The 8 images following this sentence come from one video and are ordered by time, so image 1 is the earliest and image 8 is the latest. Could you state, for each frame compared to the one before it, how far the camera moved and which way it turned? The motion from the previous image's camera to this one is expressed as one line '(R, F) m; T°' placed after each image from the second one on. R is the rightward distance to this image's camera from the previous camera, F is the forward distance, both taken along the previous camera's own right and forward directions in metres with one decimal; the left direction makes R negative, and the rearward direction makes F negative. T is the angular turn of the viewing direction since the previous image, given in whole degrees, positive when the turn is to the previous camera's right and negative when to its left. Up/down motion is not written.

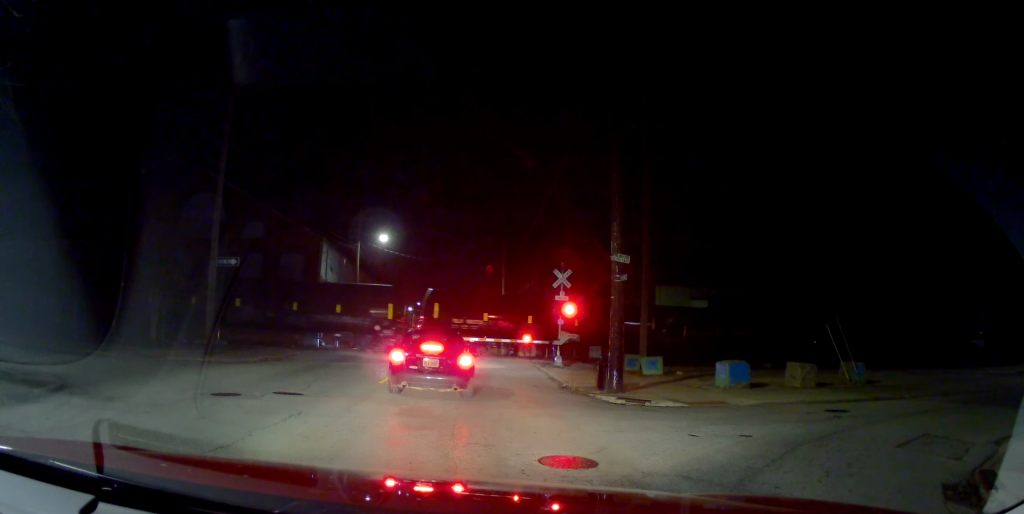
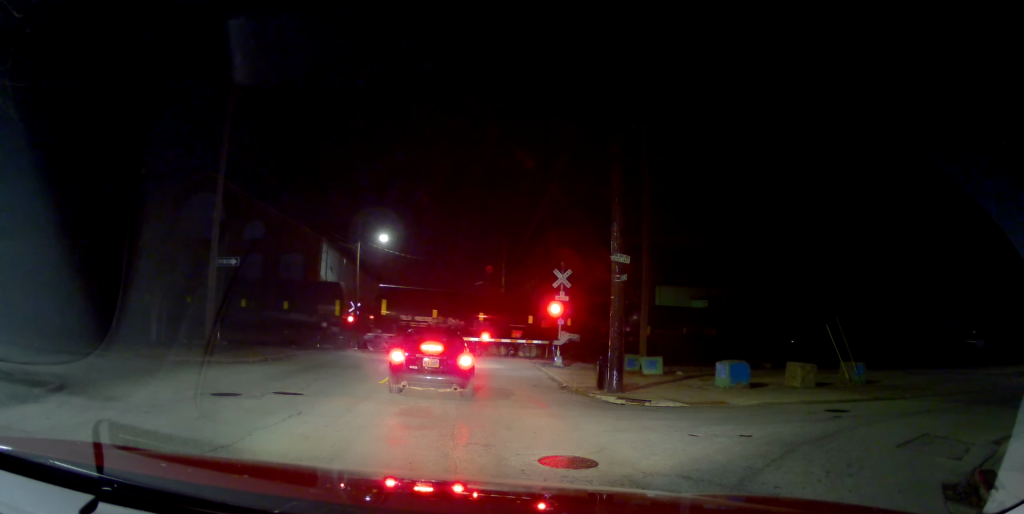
(0.0, 0.0) m; 0°
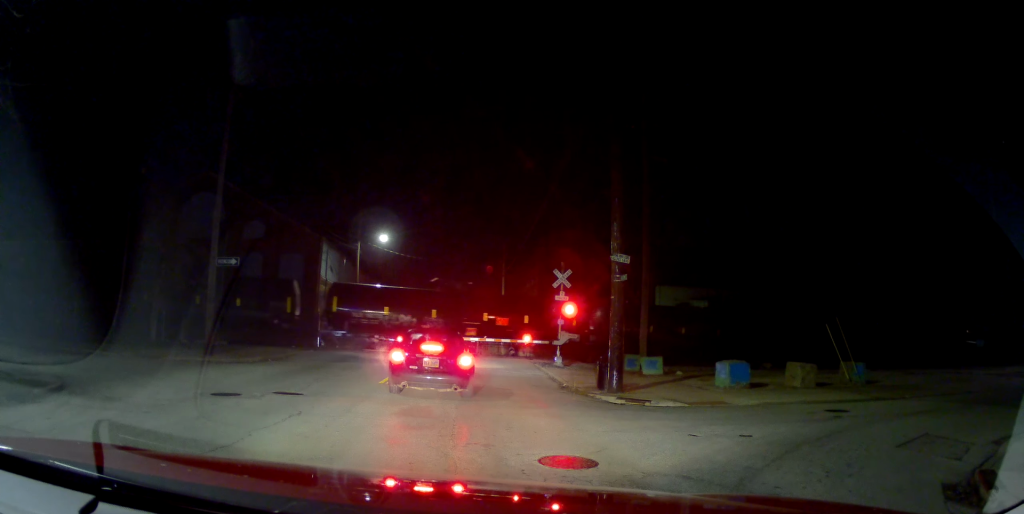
(0.0, 0.0) m; 0°
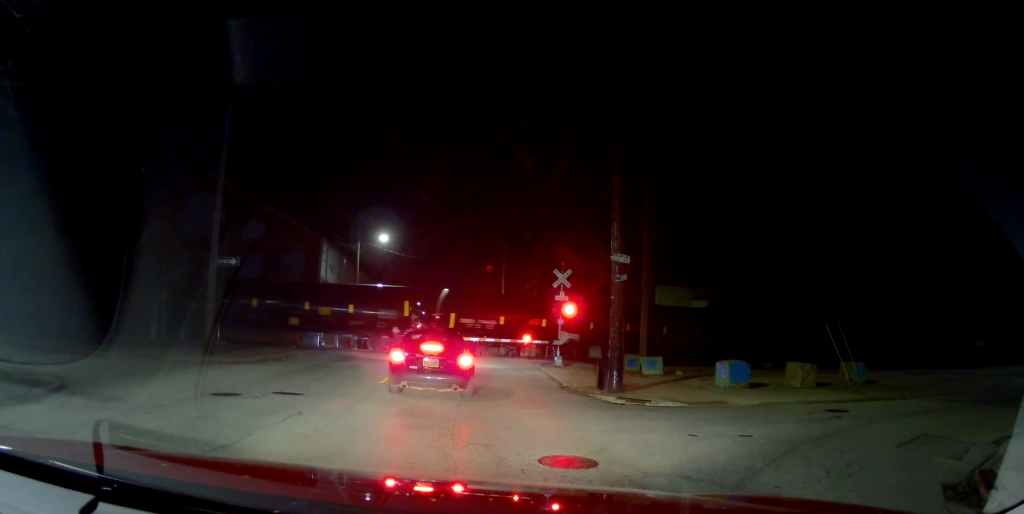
(0.0, 0.0) m; 0°
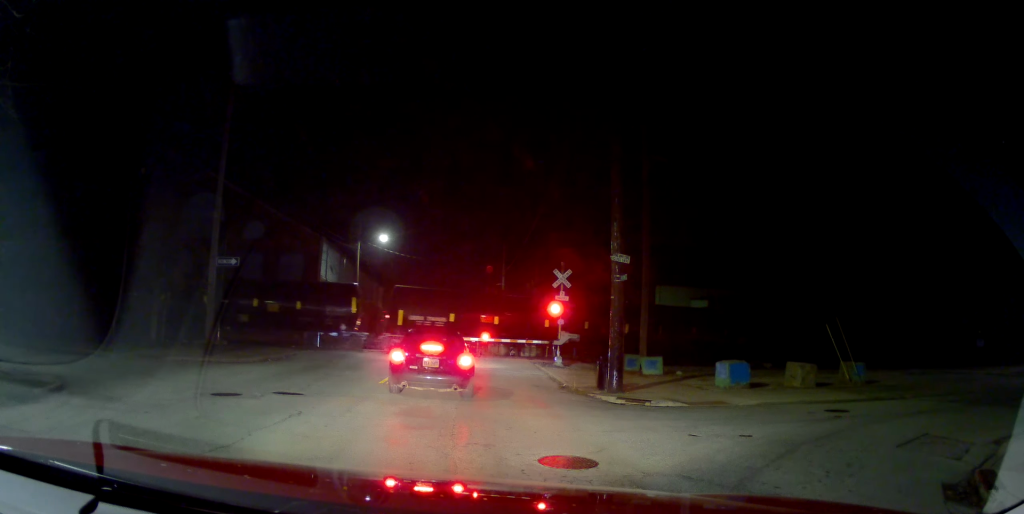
(0.0, 0.0) m; 0°
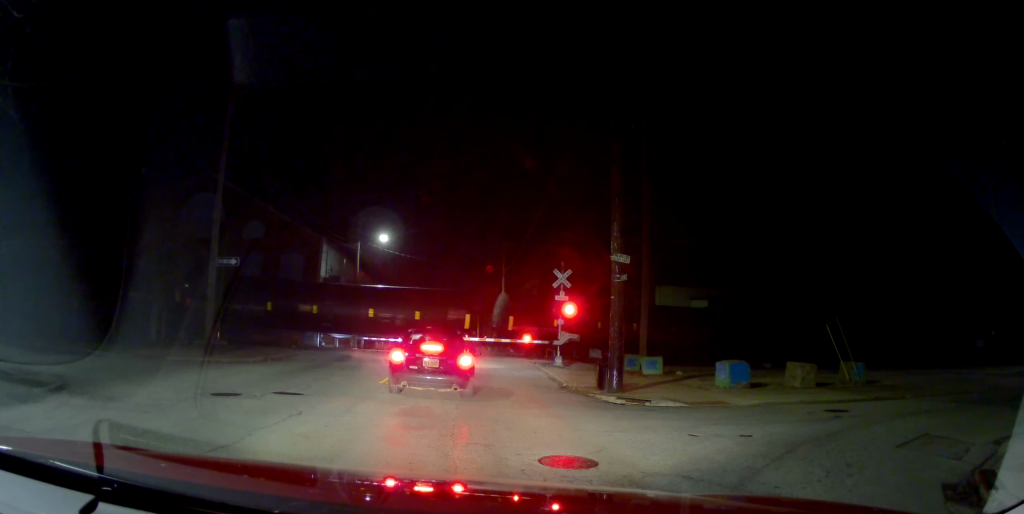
(0.0, 0.0) m; 0°
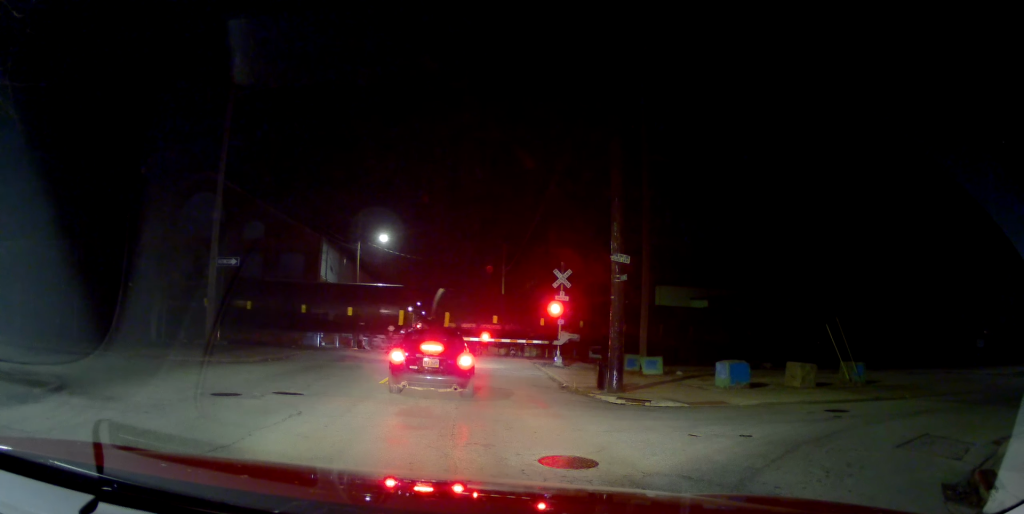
(0.0, 0.0) m; 0°
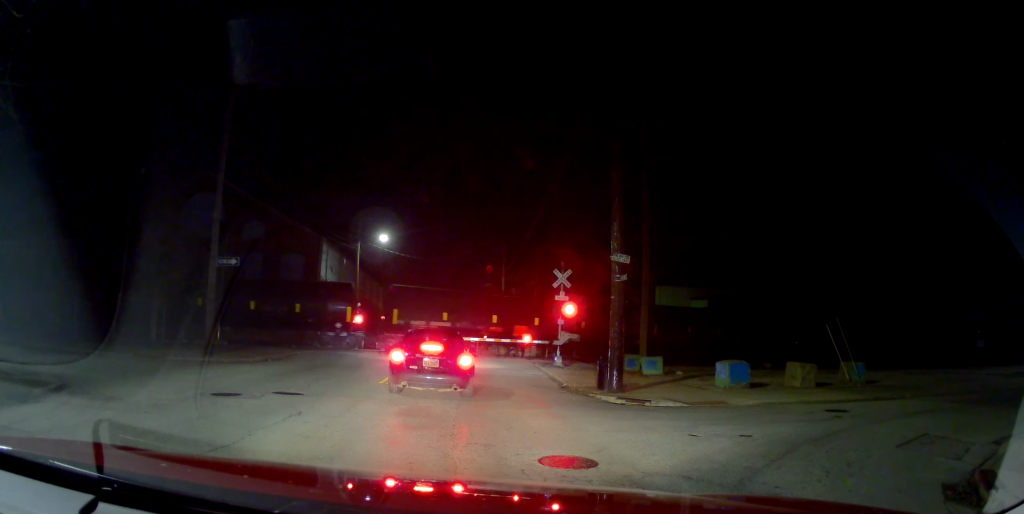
(0.0, 0.0) m; 0°
